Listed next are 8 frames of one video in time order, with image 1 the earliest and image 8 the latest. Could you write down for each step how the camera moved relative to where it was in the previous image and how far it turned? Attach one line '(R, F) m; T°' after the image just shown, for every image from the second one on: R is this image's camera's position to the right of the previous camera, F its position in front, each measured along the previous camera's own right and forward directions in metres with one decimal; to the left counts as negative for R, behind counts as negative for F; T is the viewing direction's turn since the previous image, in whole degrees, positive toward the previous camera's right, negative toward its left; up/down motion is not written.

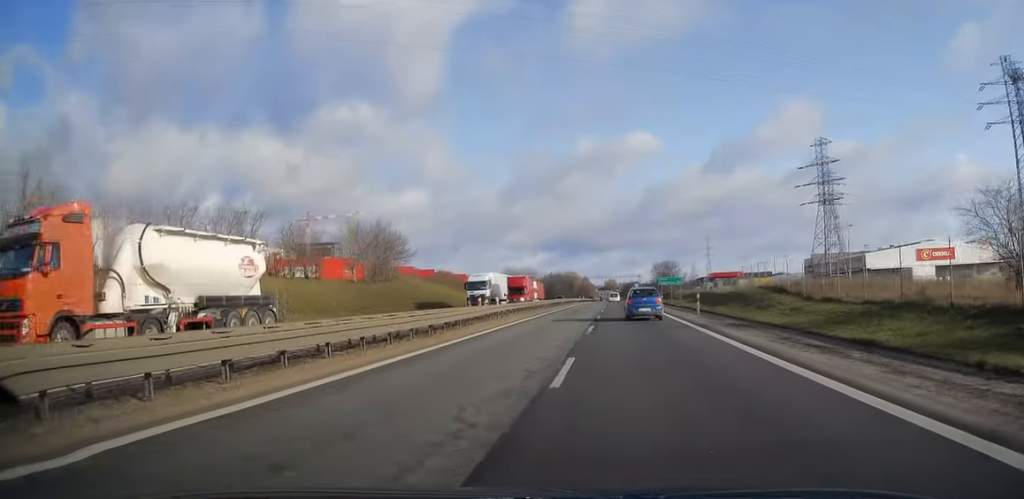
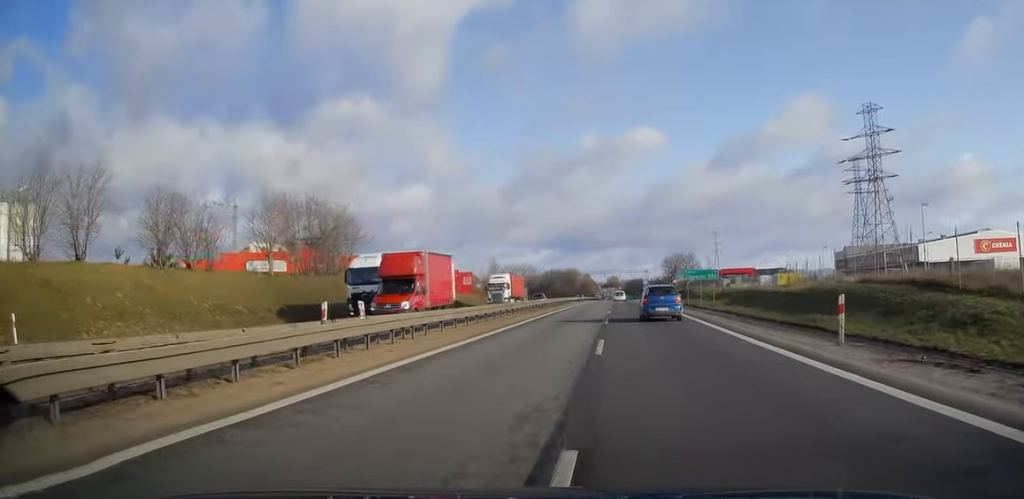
(0.0, +20.0) m; 0°
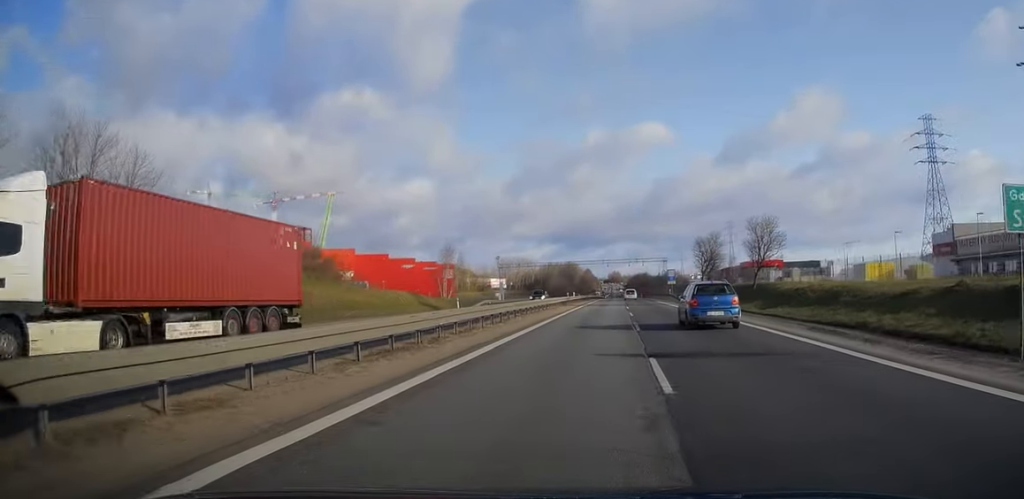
(+0.1, +42.4) m; 0°
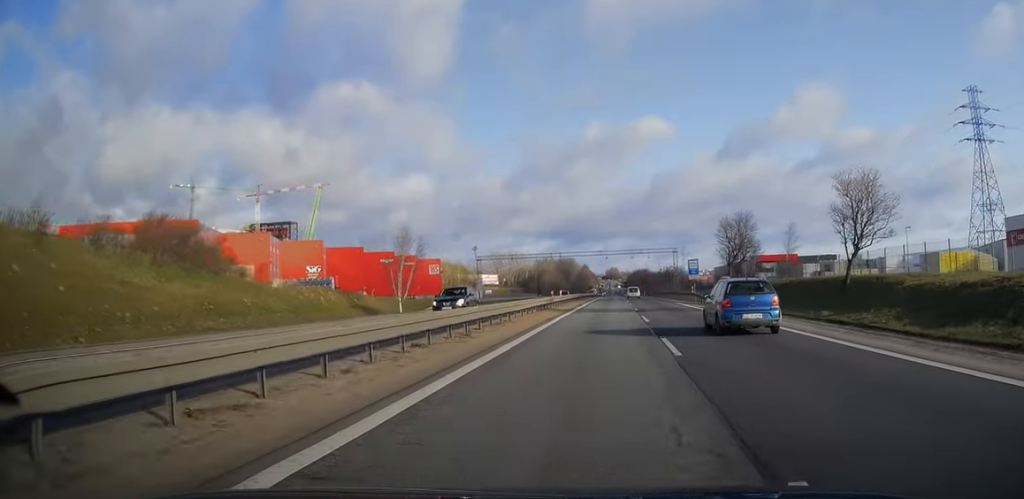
(0.0, +20.5) m; 0°
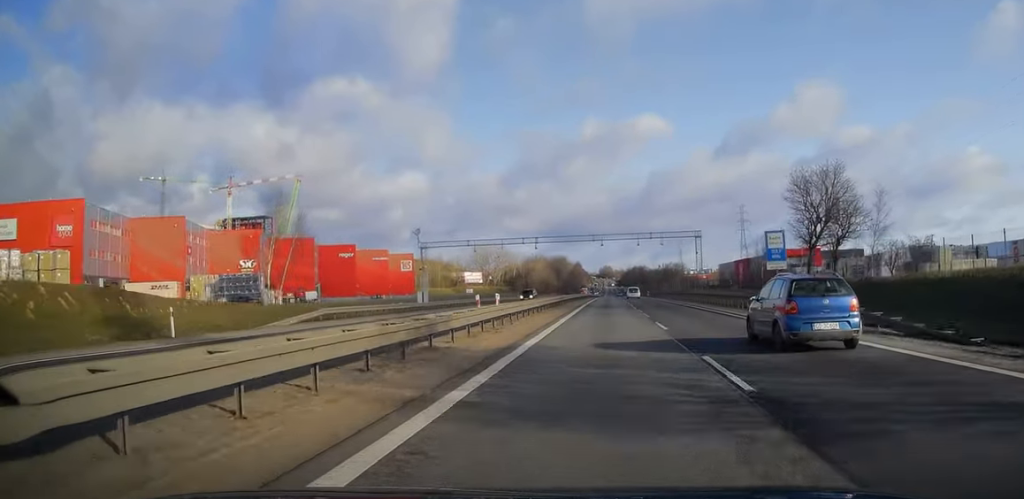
(0.0, +29.4) m; 0°
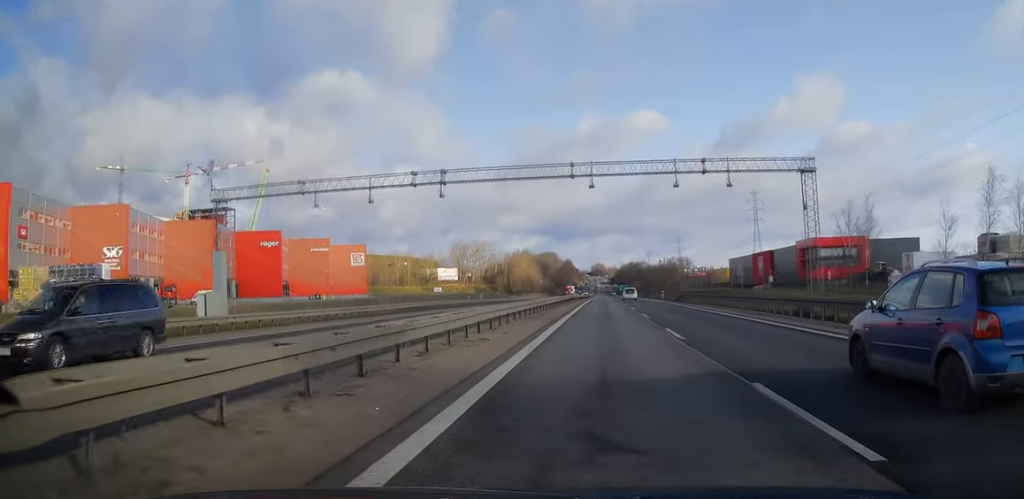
(+0.3, +40.7) m; +1°
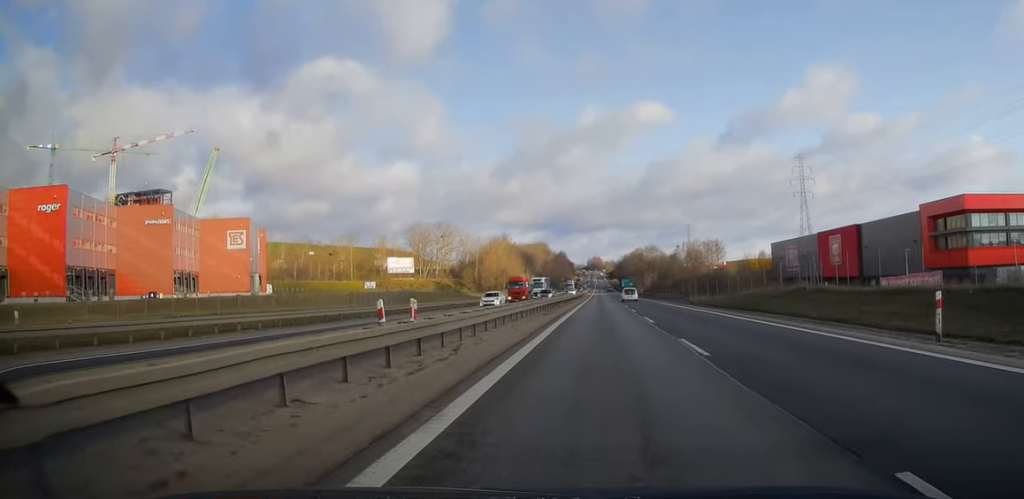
(+0.1, +66.6) m; 0°
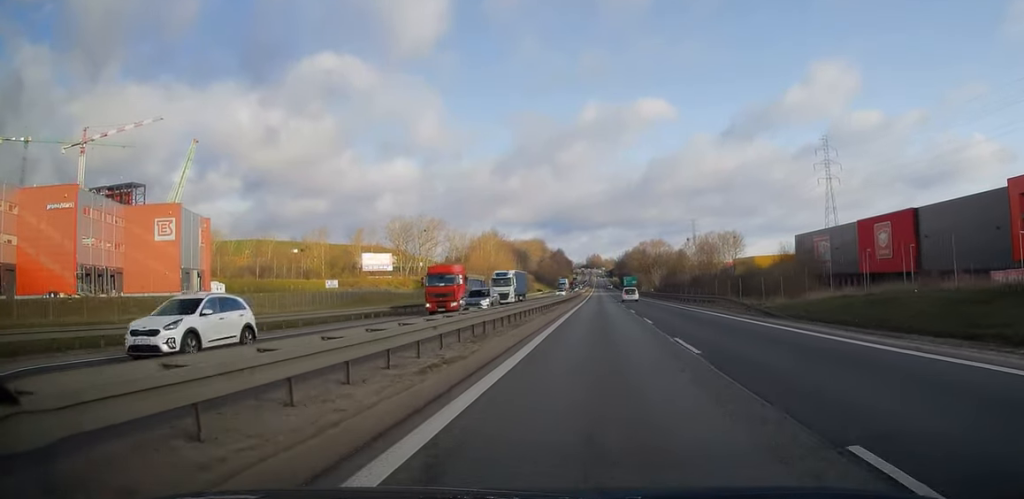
(0.0, +23.9) m; 0°
